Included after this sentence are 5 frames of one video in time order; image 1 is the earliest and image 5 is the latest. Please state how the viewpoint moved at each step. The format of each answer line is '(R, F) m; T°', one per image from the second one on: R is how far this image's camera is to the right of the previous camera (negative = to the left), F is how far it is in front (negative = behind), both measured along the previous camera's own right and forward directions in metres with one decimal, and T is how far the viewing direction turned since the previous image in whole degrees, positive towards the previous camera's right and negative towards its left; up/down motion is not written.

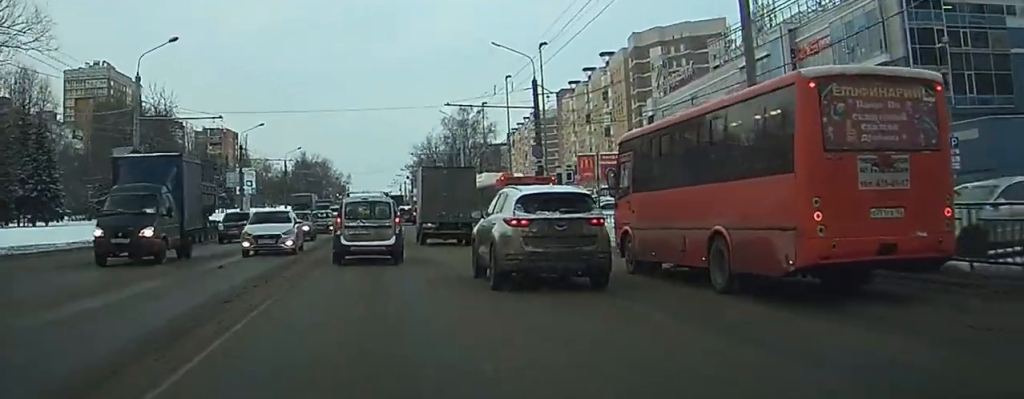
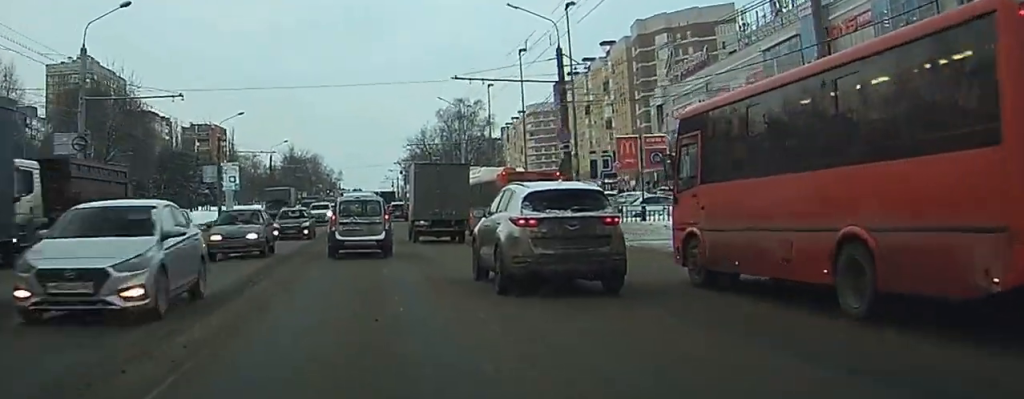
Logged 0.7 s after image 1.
(-0.5, +9.4) m; +2°
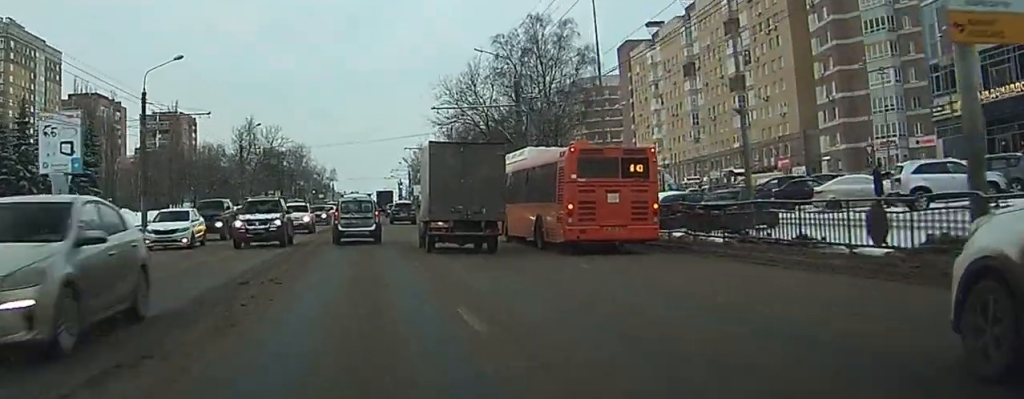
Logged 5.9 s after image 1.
(+1.7, +71.9) m; 0°
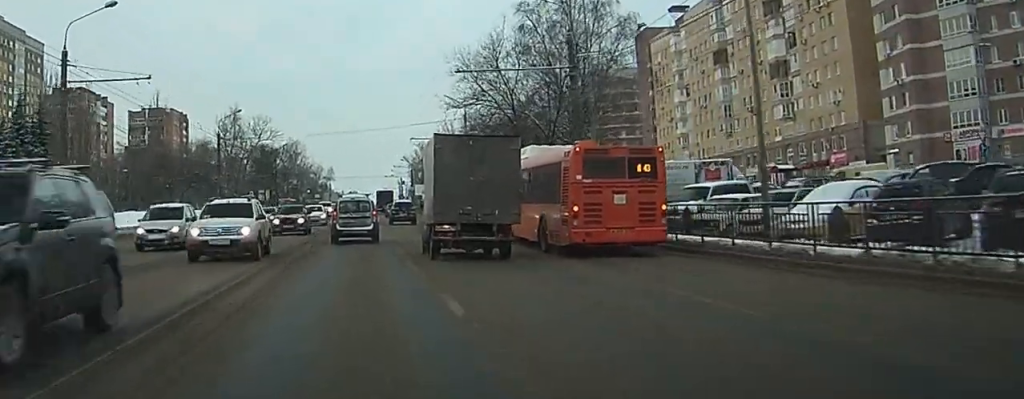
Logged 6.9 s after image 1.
(+0.1, +14.9) m; +1°
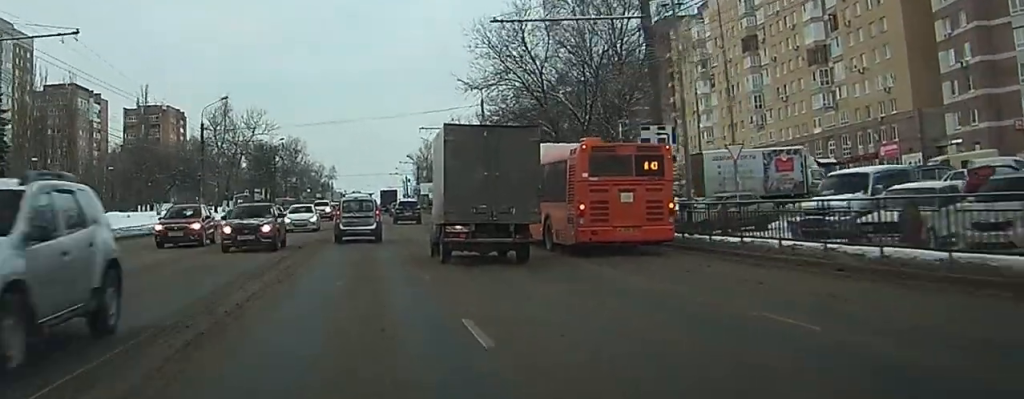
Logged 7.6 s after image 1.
(+0.2, +10.5) m; +1°
